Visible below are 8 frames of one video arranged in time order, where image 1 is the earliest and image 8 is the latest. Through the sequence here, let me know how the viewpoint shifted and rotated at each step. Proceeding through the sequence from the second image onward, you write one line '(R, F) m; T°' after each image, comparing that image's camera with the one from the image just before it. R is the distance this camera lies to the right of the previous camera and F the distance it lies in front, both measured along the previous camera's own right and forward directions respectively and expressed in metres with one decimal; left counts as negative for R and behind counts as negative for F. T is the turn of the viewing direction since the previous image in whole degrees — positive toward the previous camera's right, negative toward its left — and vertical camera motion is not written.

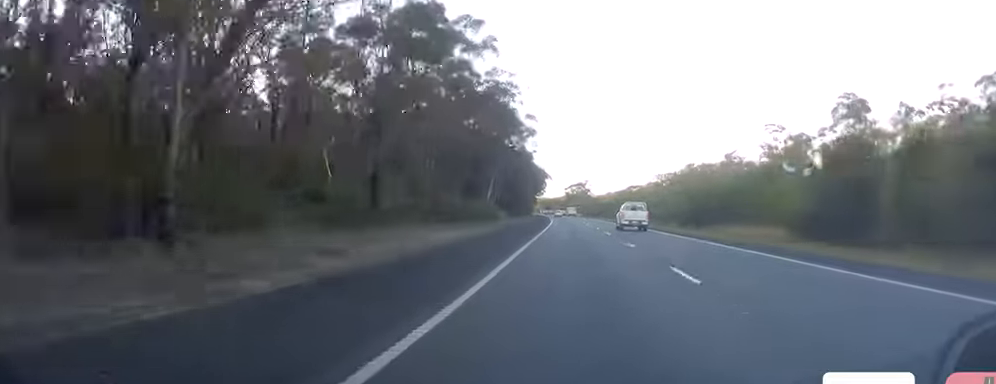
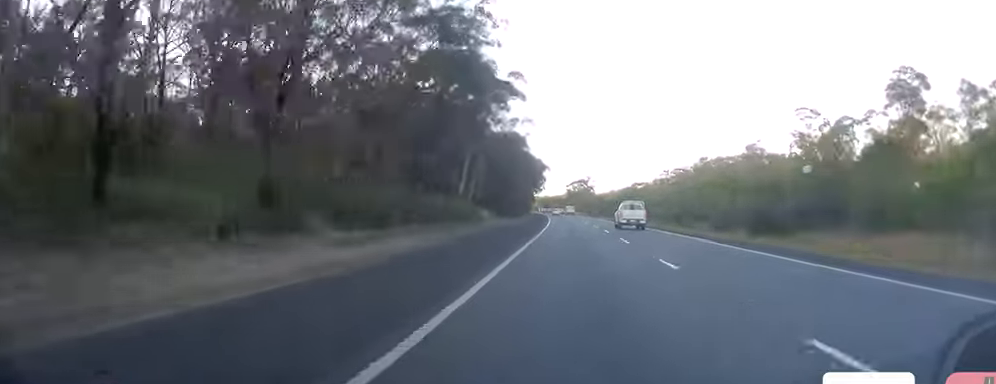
(+0.4, +20.8) m; 0°
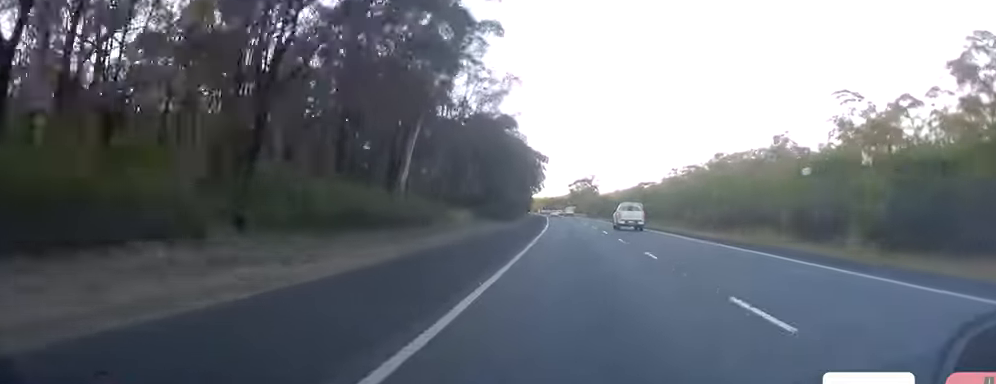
(-0.1, +19.9) m; -1°
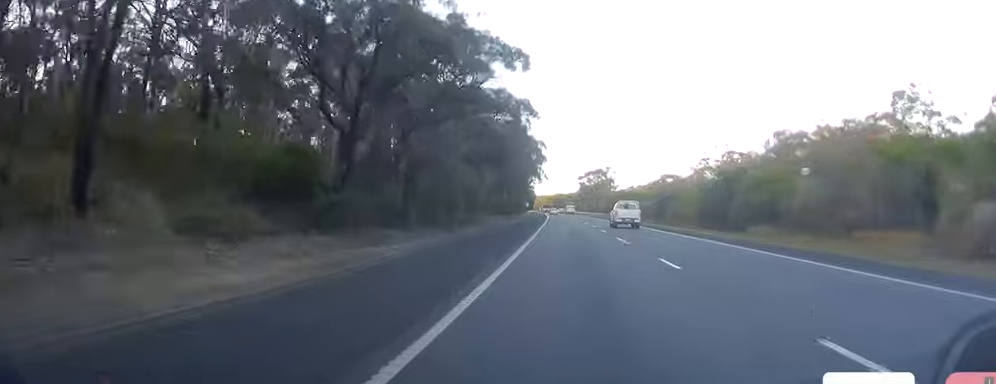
(-0.7, +51.4) m; 0°
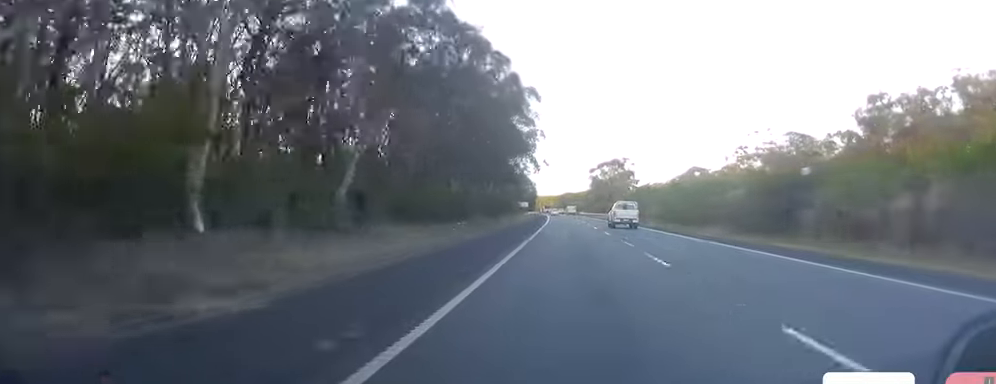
(-0.4, +46.8) m; -1°
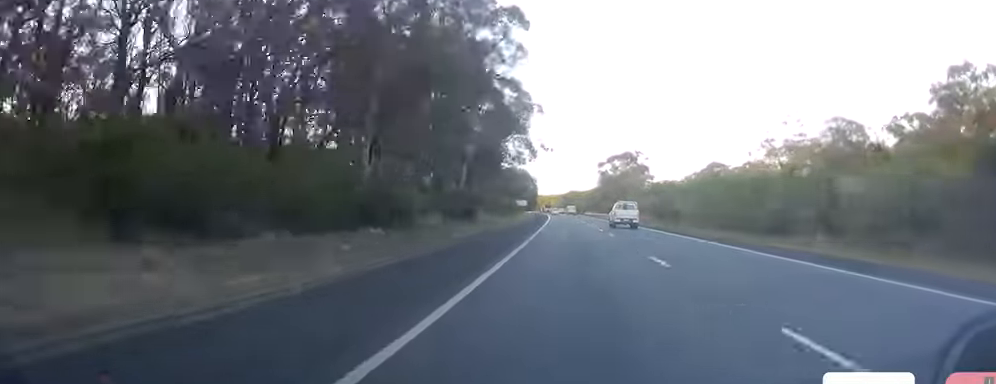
(+0.1, +23.8) m; -1°
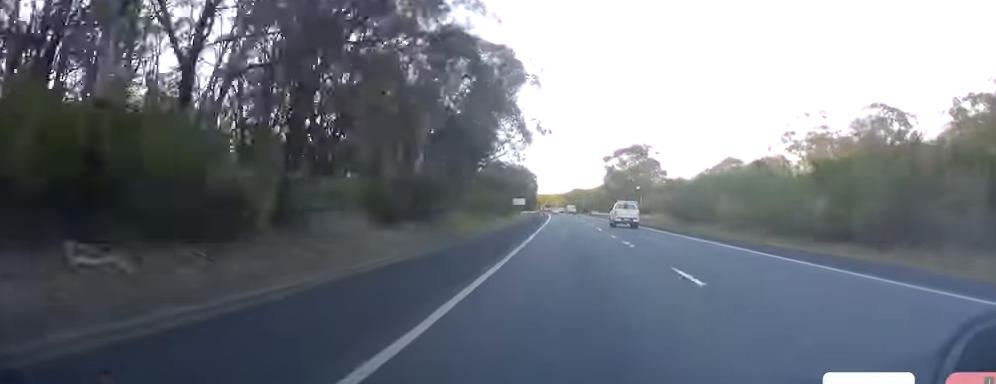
(0.0, +16.1) m; -1°
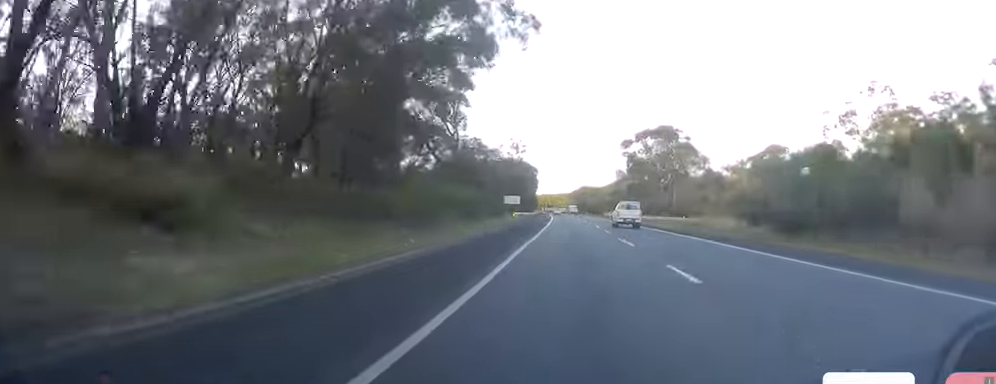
(-0.7, +35.1) m; -1°
